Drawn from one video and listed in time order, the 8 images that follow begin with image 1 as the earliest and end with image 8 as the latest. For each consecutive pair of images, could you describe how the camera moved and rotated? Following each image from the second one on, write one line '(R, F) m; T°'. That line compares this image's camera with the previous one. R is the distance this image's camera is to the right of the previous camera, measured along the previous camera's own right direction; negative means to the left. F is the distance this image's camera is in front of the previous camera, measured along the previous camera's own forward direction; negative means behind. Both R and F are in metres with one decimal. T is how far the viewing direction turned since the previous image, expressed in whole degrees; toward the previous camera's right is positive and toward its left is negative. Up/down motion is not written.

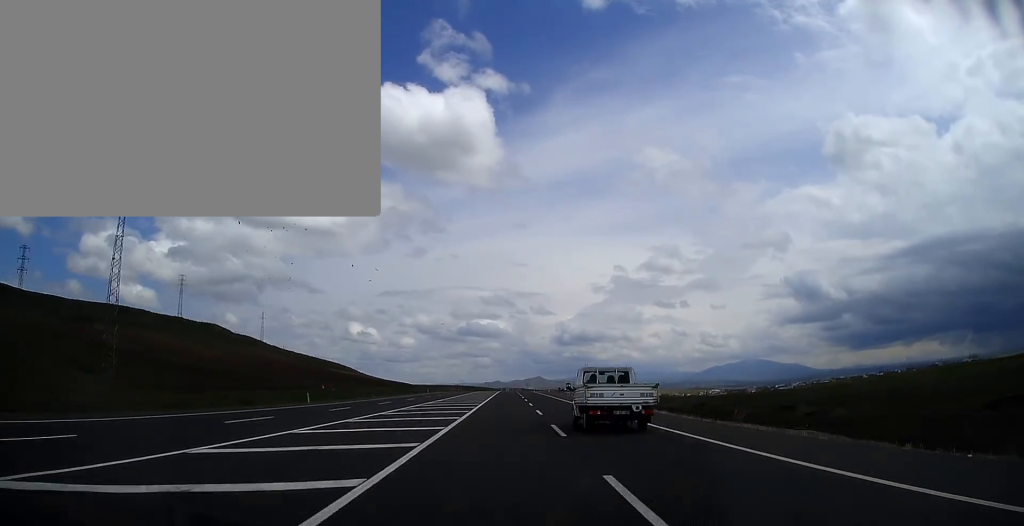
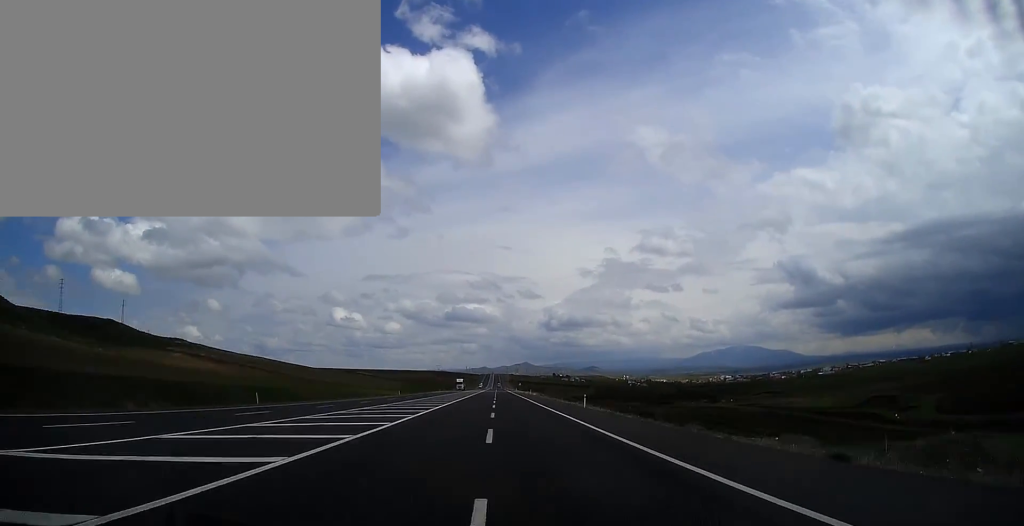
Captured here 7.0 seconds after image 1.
(+1.7, +219.6) m; 0°
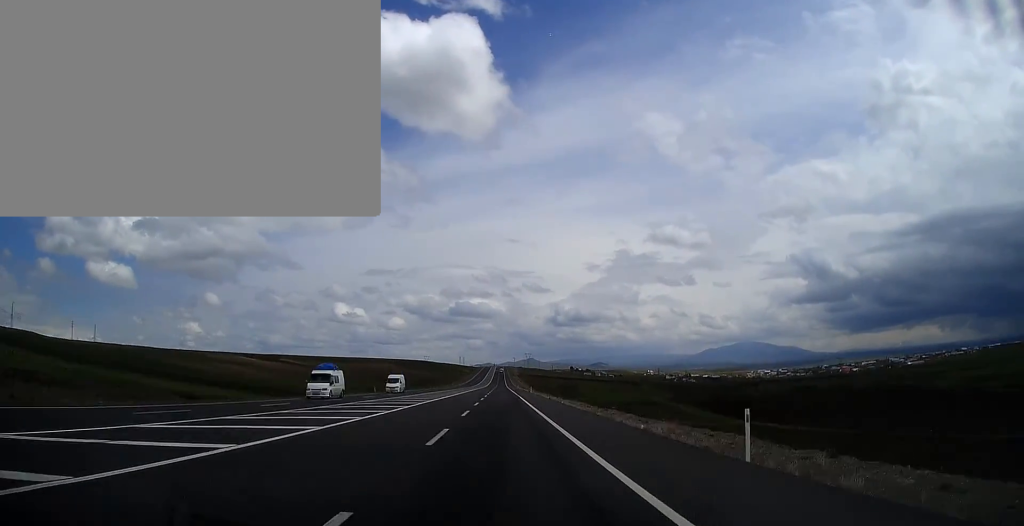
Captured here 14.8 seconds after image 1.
(-0.5, +243.6) m; 0°
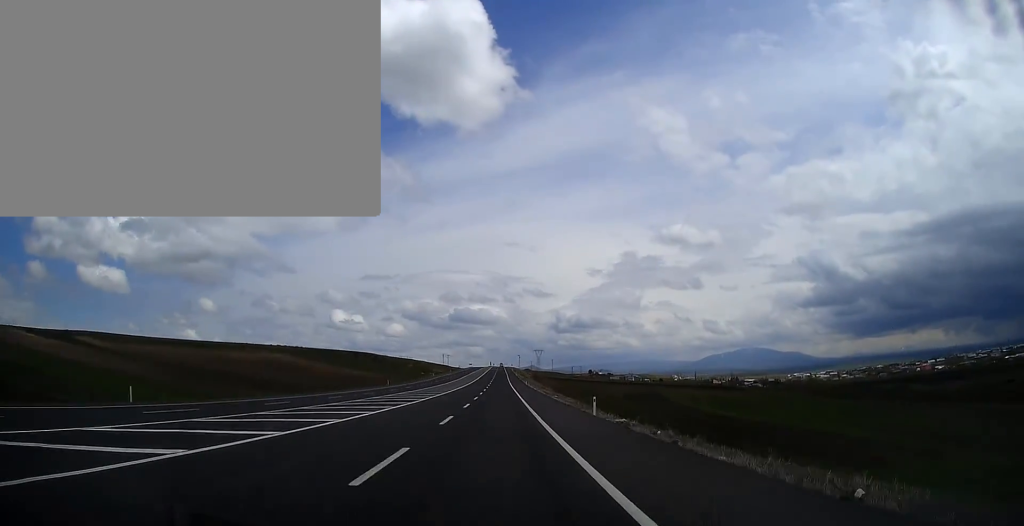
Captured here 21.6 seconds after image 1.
(-0.4, +211.0) m; 0°
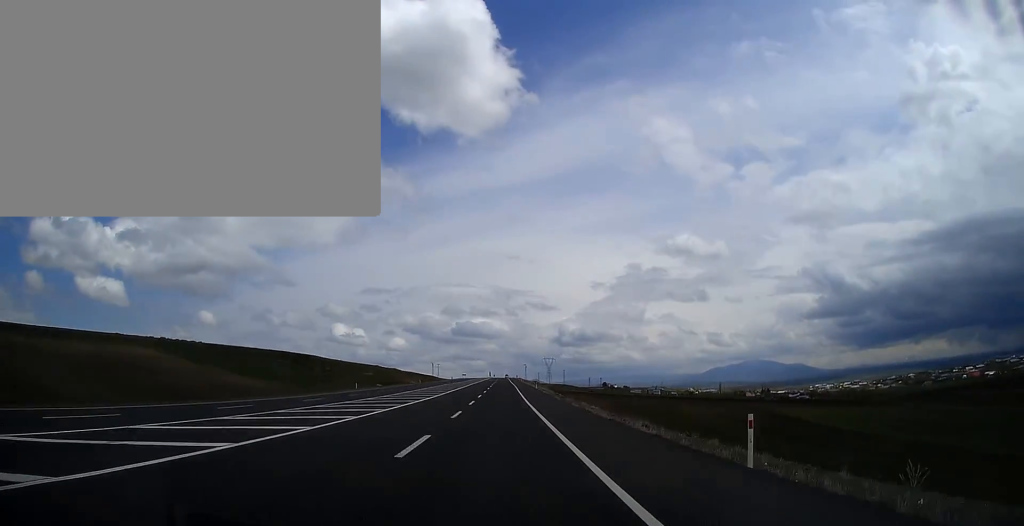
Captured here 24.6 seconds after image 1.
(0.0, +92.5) m; 0°
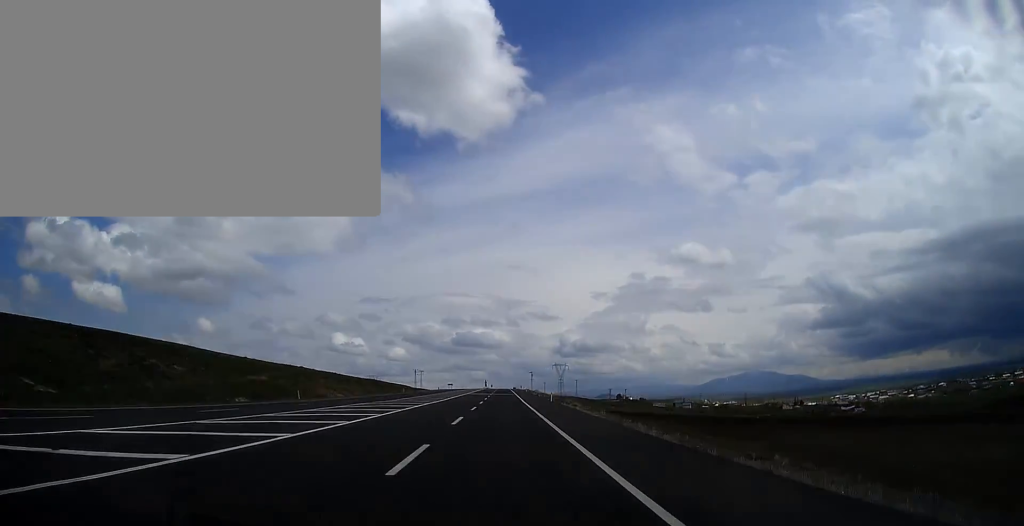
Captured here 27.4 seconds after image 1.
(0.0, +86.0) m; 0°
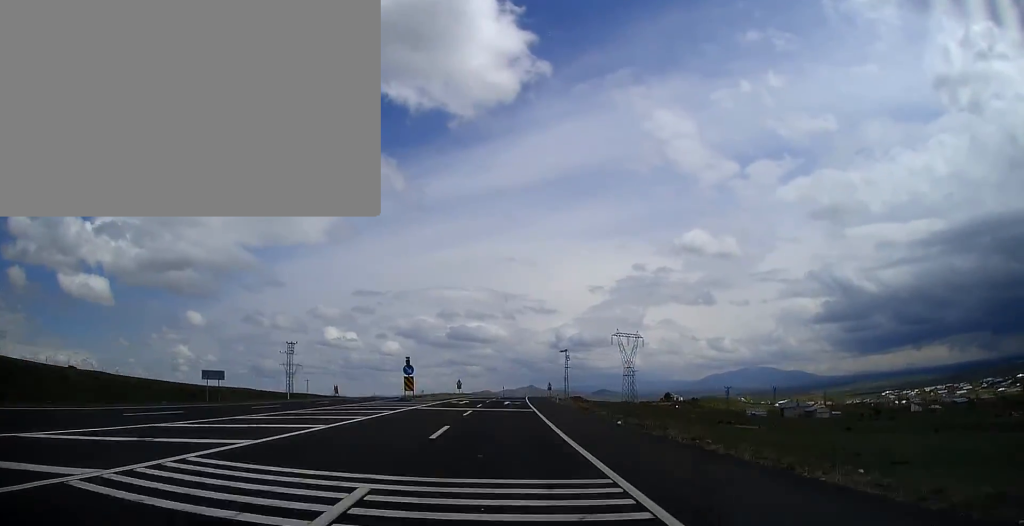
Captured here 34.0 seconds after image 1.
(+1.4, +198.5) m; +1°
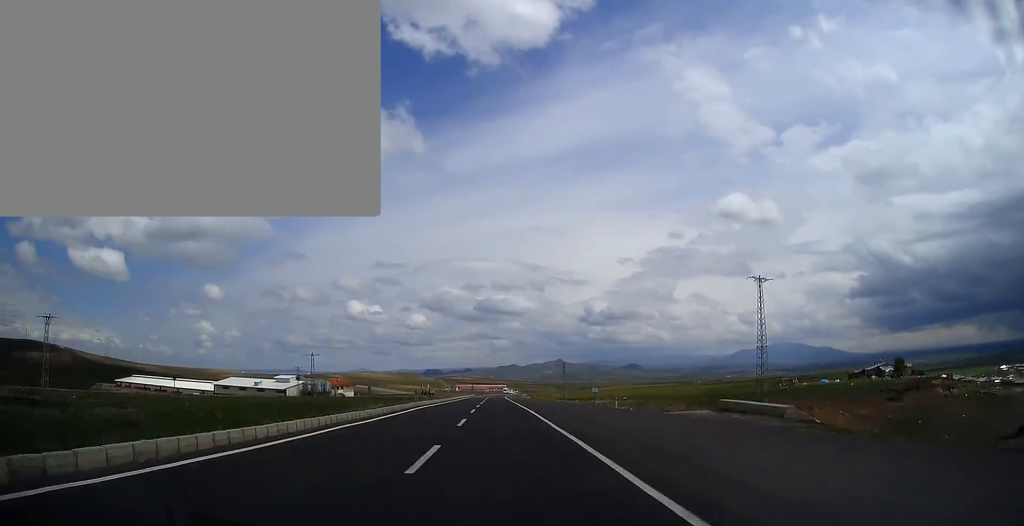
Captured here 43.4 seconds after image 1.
(-3.0, +278.1) m; -2°
